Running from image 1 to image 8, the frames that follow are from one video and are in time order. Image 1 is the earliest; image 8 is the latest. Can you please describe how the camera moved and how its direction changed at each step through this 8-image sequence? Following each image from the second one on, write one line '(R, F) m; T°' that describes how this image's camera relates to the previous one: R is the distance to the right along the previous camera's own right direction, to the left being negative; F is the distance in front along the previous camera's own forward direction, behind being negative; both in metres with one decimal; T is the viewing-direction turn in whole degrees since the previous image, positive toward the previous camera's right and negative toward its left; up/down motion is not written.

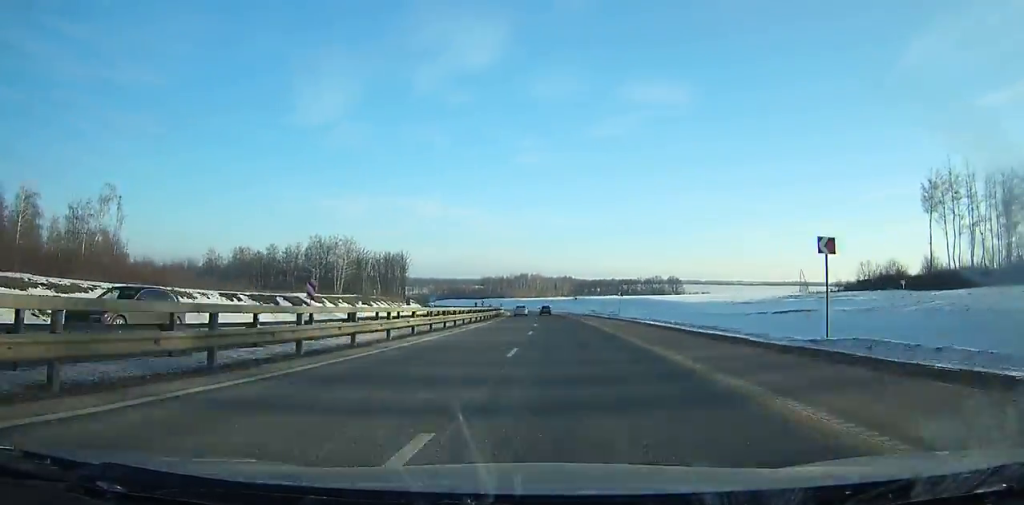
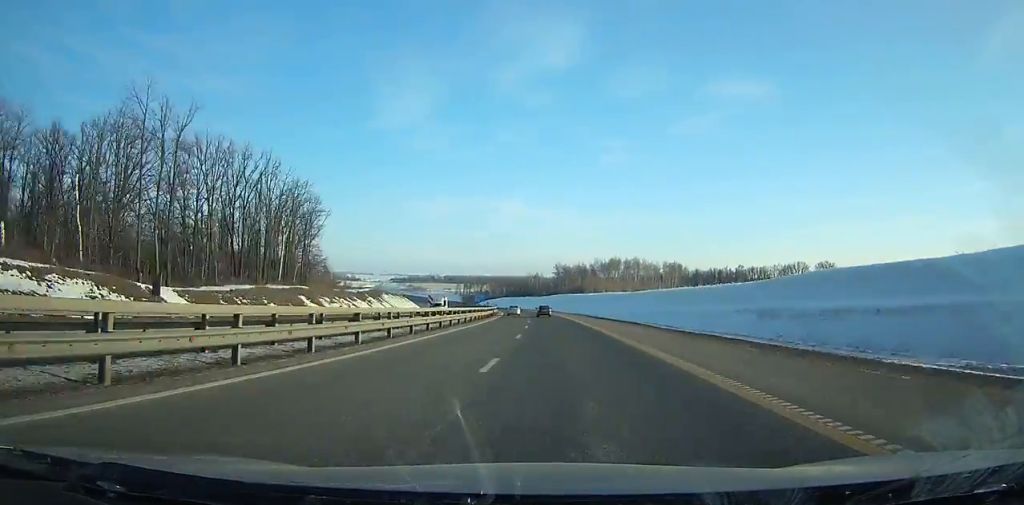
(-14.4, +180.3) m; -9°
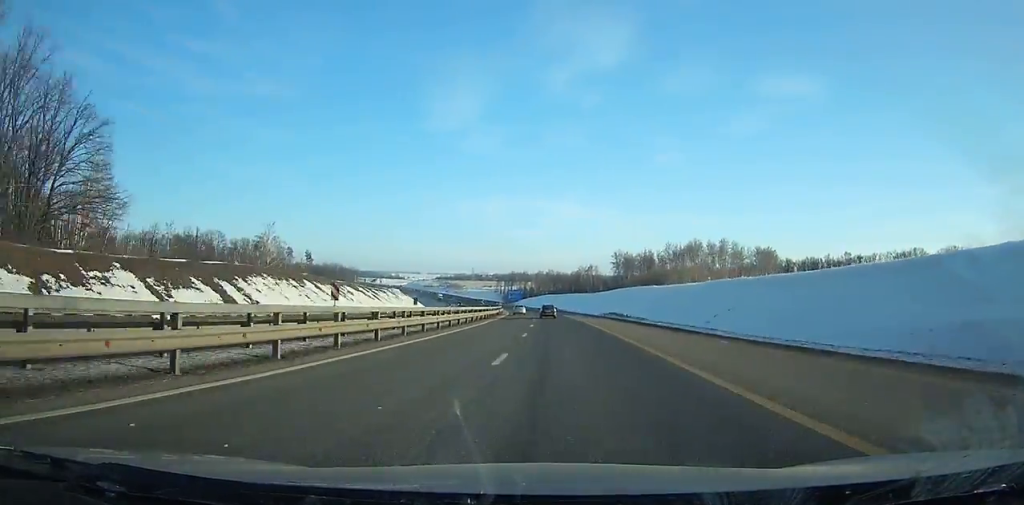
(-3.8, +93.6) m; -5°
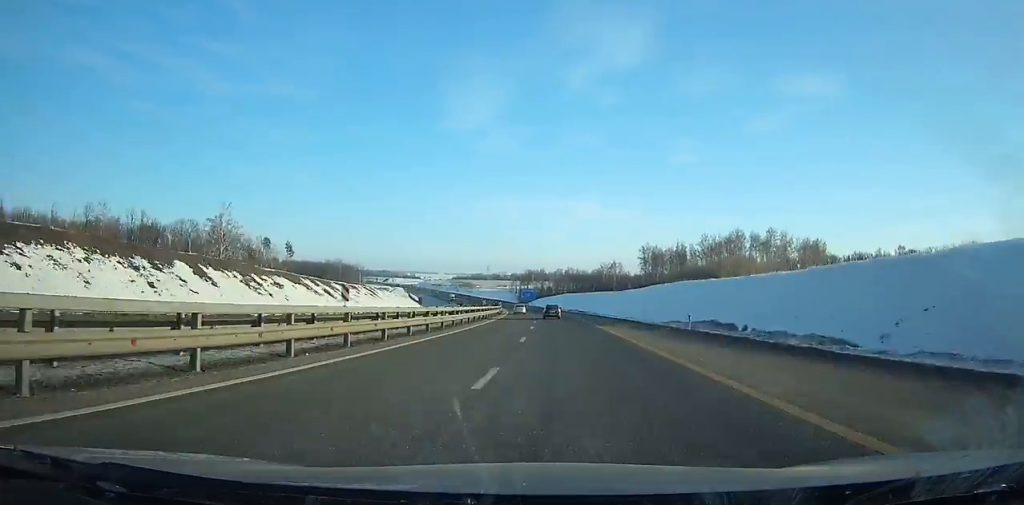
(-0.4, +39.6) m; -2°
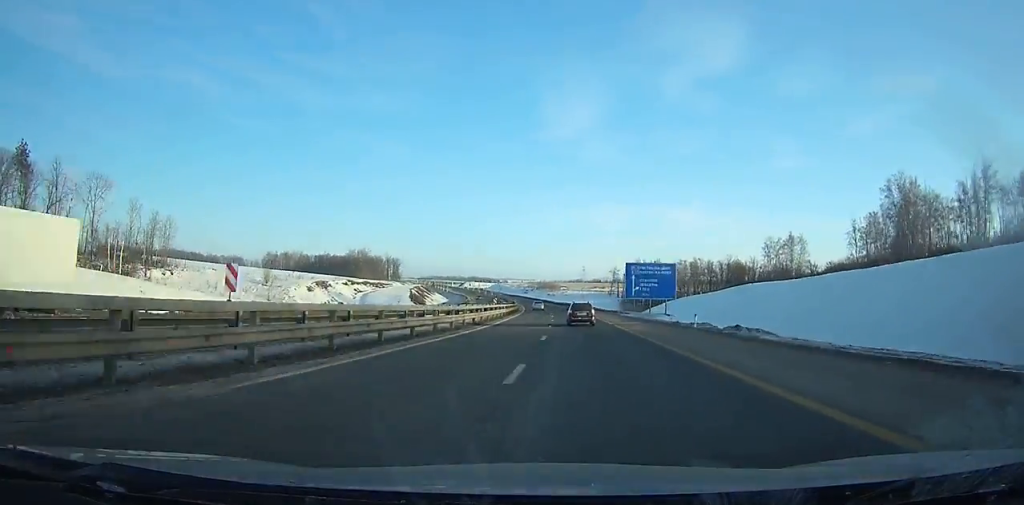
(-12.2, +168.3) m; -9°
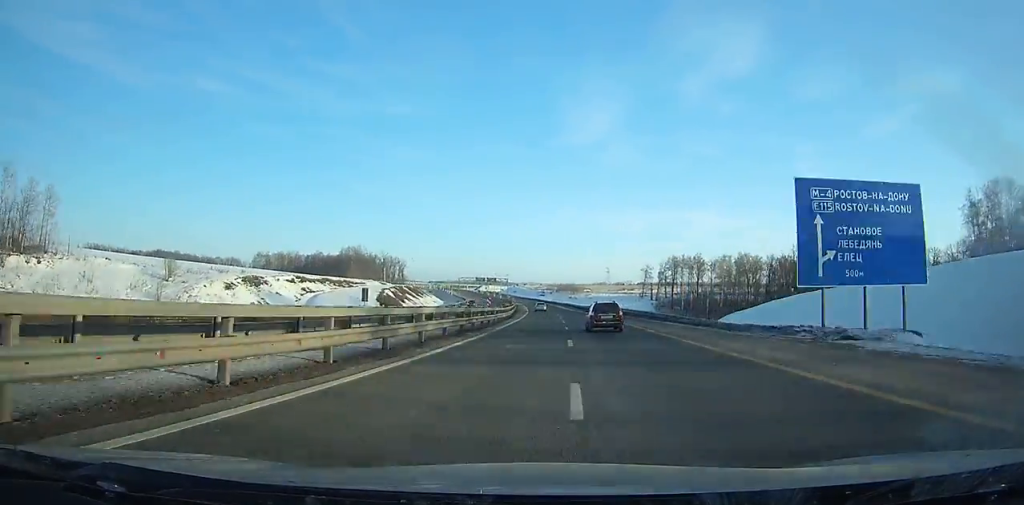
(-1.9, +50.4) m; -2°
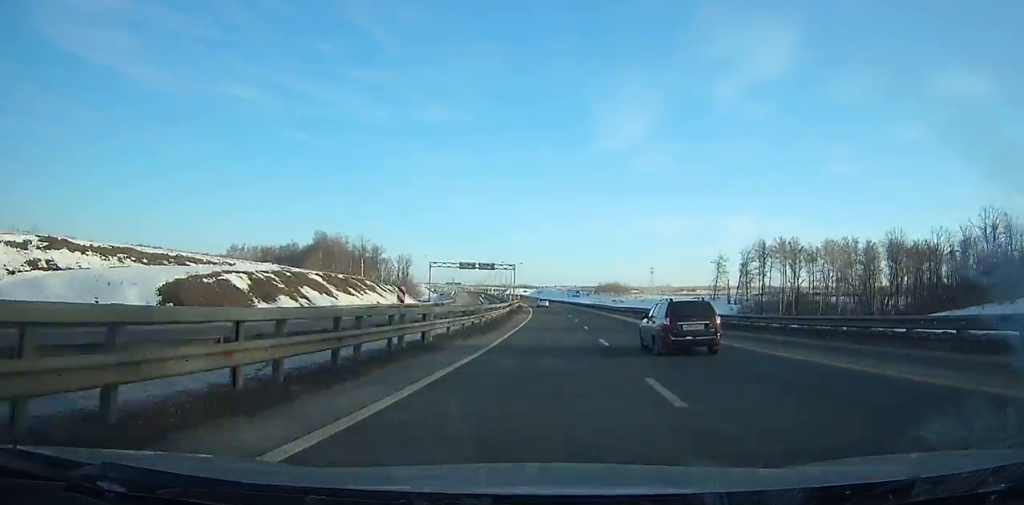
(-2.7, +81.4) m; -4°
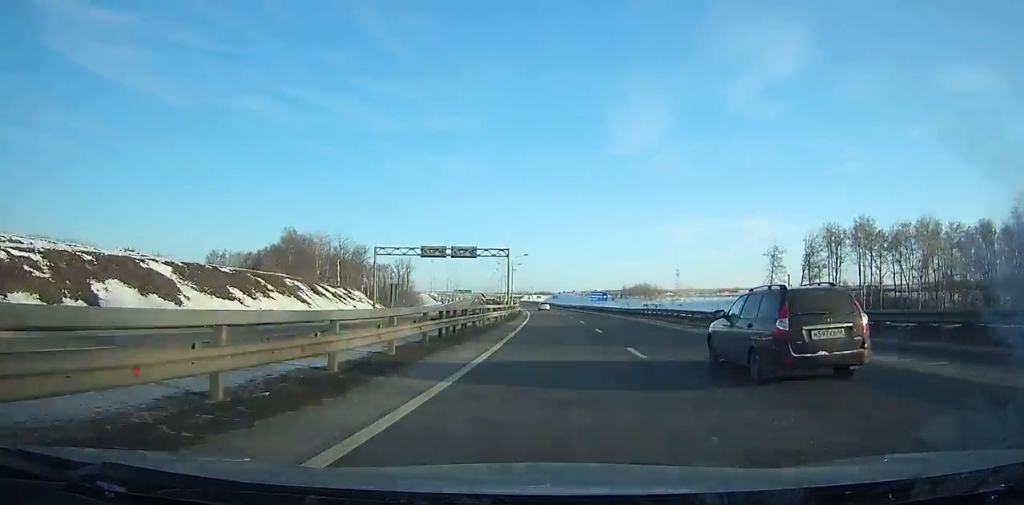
(-0.4, +40.5) m; -2°
